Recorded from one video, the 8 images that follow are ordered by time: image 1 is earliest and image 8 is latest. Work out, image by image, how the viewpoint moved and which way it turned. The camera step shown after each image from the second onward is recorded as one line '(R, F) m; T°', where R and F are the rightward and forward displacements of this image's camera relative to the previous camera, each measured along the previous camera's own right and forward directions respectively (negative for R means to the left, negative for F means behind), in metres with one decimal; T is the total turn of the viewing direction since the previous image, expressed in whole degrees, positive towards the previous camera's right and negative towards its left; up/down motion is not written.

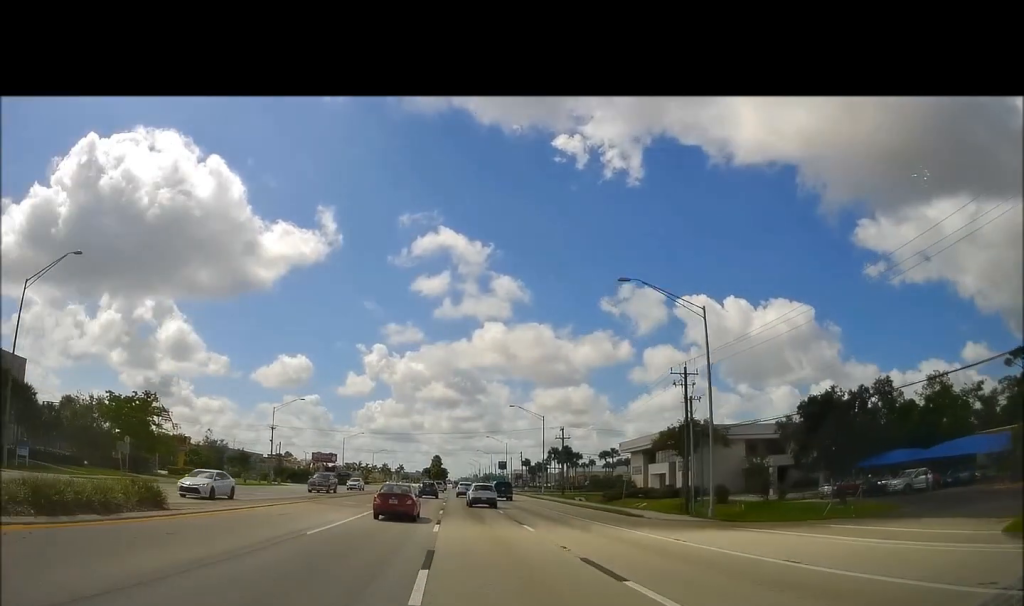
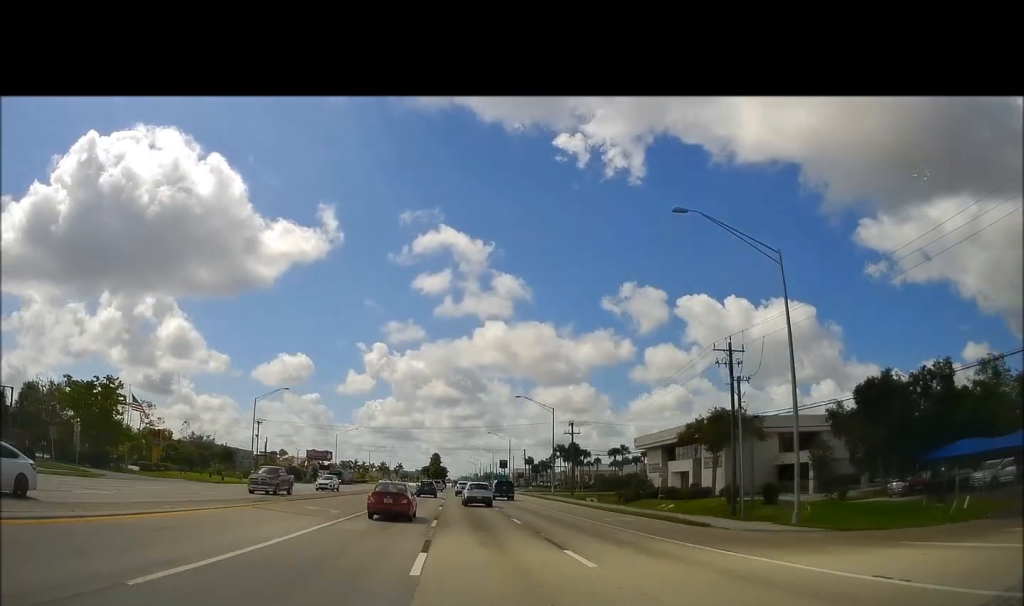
(0.0, +9.2) m; 0°
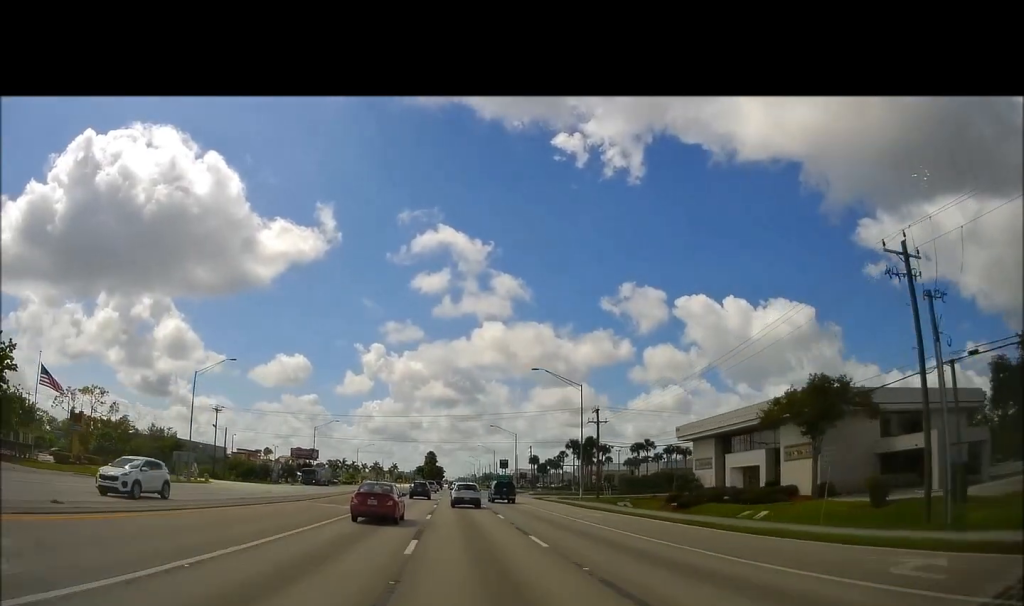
(0.0, +20.3) m; 0°
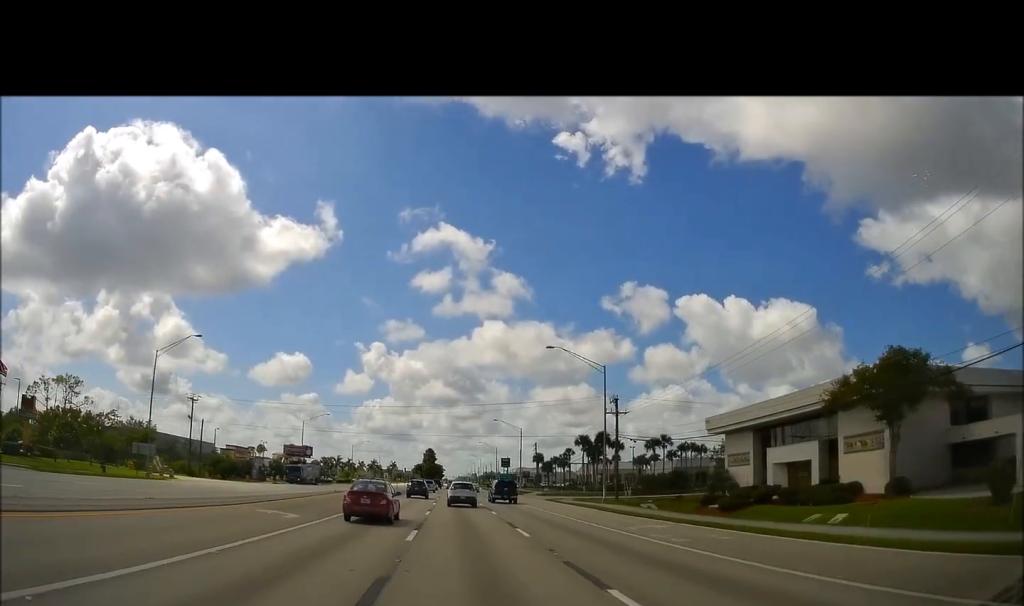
(0.0, +9.8) m; -1°
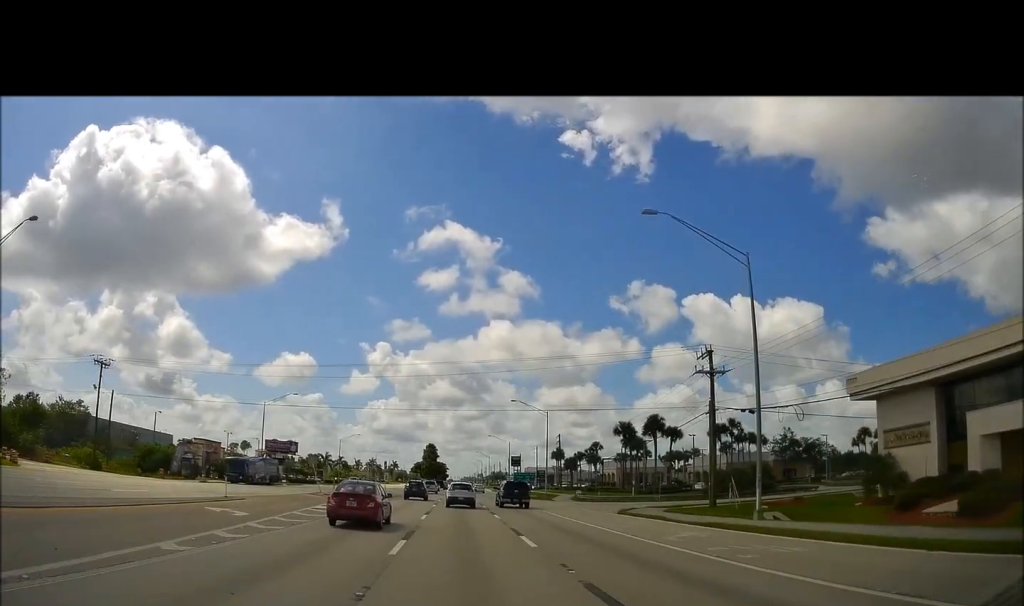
(-0.5, +27.5) m; 0°
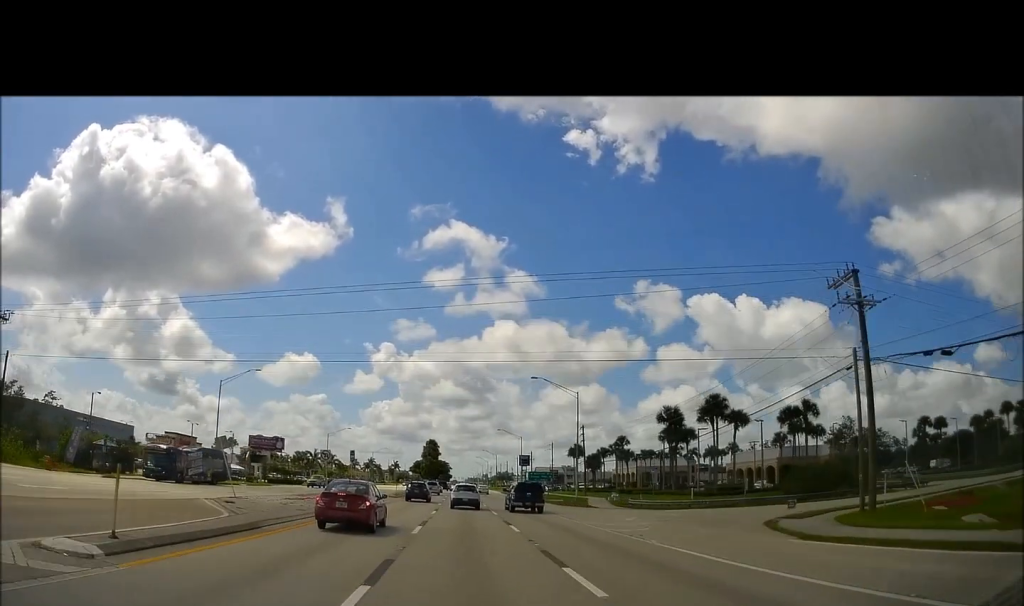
(+0.4, +19.6) m; +1°
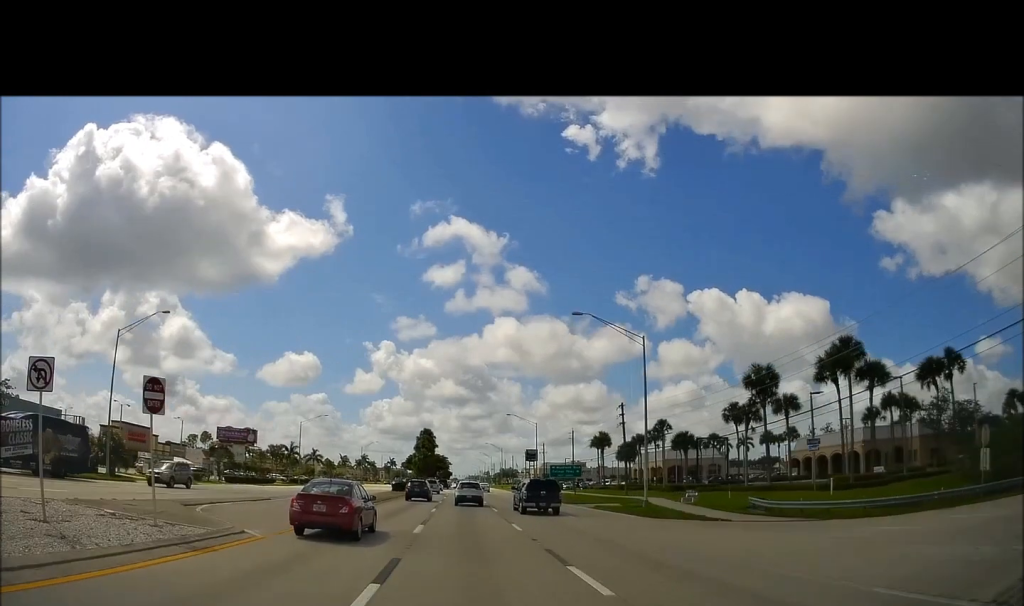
(+0.1, +25.2) m; 0°
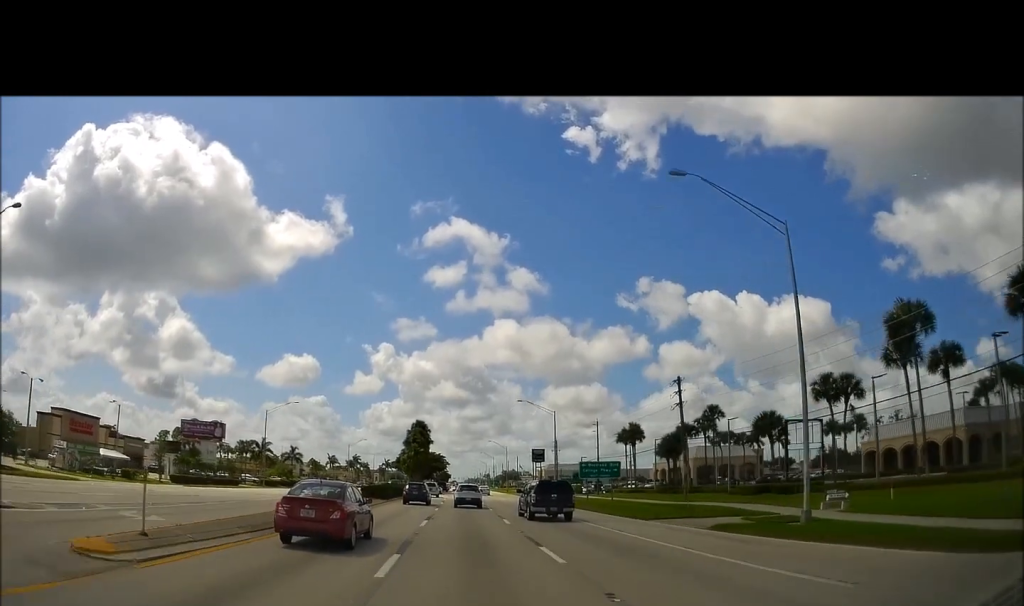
(0.0, +21.2) m; 0°
